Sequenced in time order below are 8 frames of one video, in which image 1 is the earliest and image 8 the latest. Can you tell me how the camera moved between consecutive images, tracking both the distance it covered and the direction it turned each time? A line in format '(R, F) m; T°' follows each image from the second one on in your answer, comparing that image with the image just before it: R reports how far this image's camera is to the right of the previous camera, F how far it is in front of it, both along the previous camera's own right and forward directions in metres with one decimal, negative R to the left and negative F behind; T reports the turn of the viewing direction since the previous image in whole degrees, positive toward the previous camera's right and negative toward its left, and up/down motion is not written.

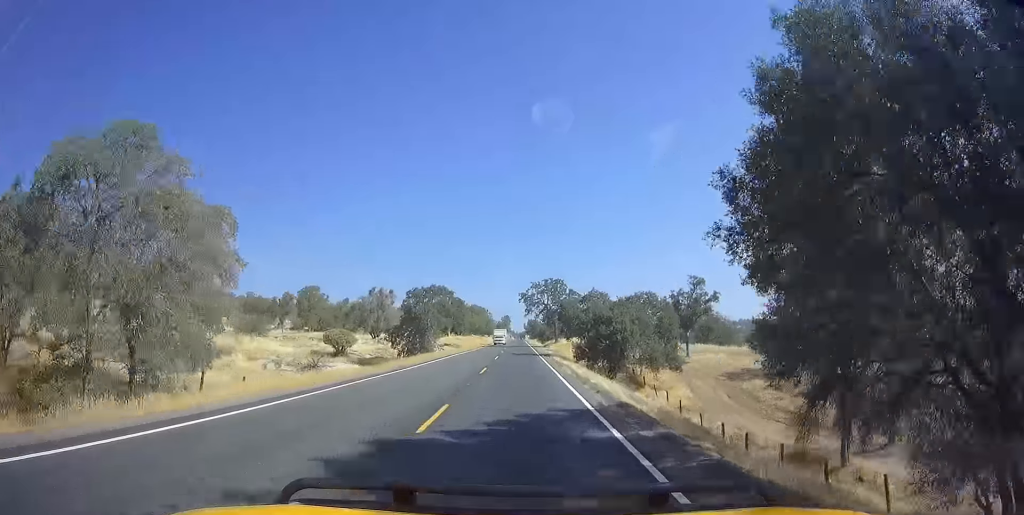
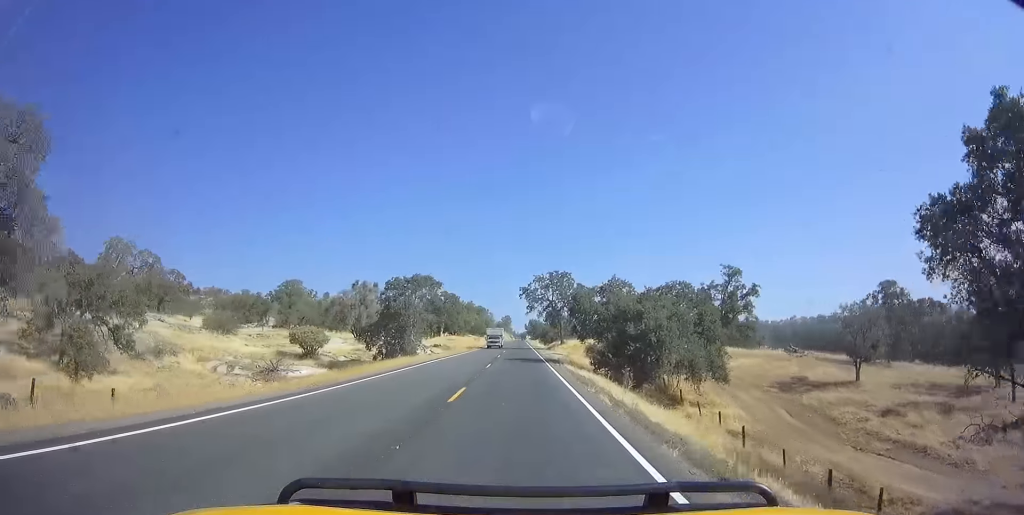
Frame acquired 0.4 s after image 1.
(0.0, +10.3) m; 0°
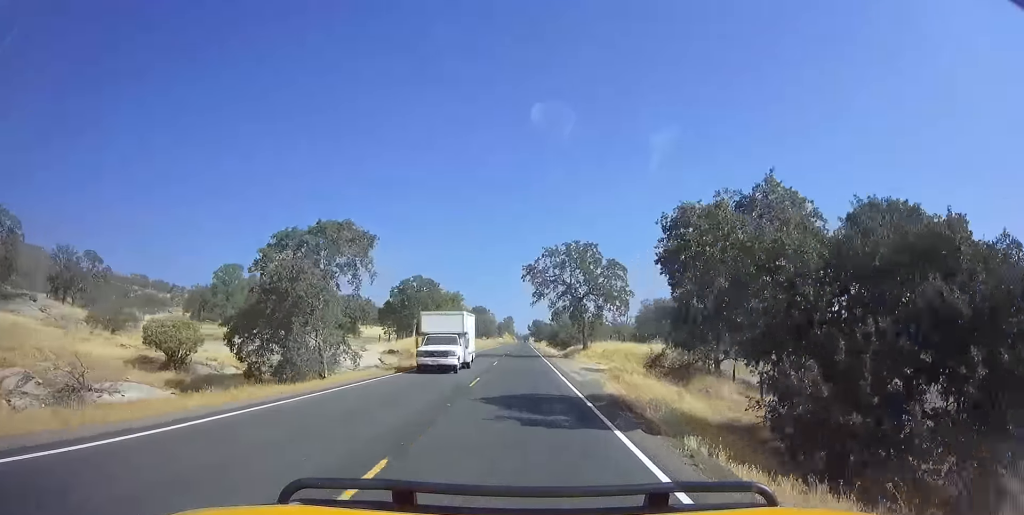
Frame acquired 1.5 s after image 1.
(0.0, +24.5) m; 0°
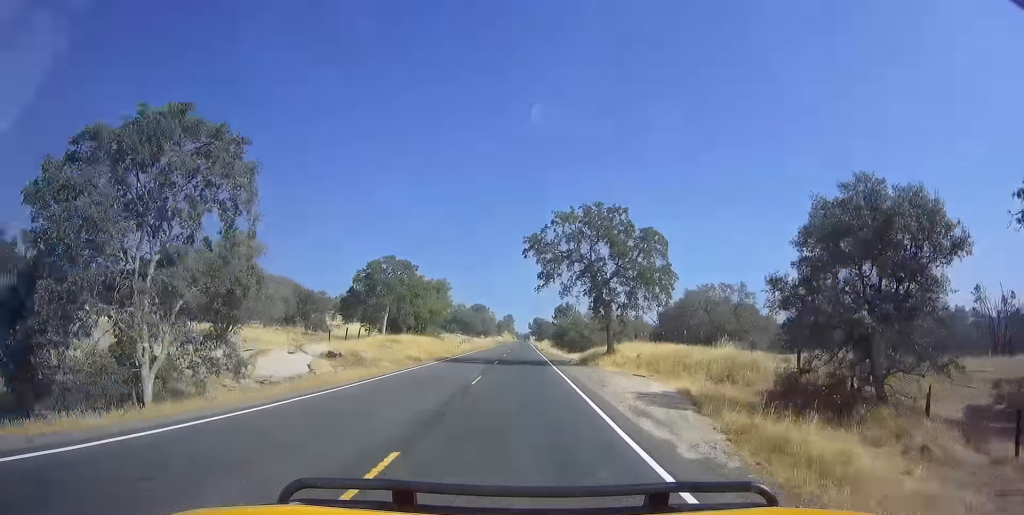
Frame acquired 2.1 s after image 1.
(0.0, +14.1) m; 0°
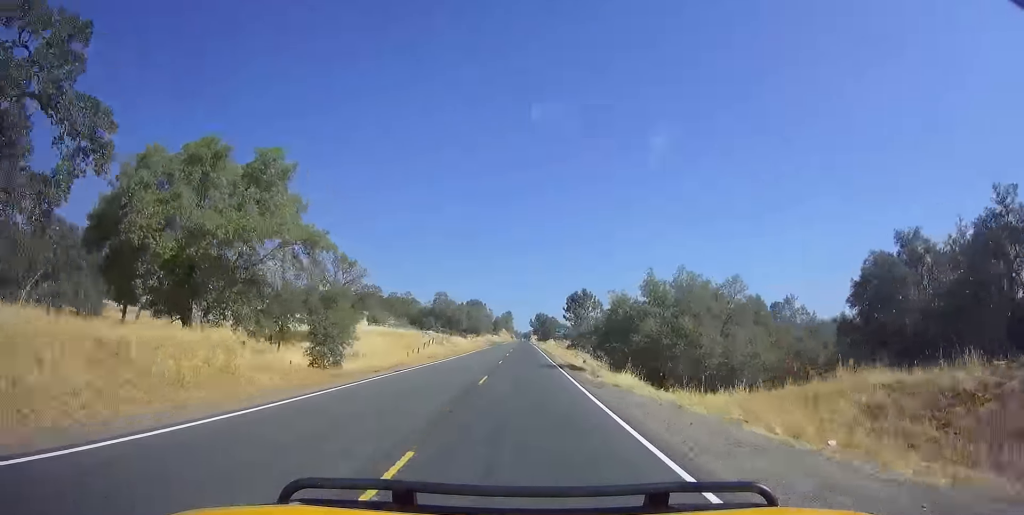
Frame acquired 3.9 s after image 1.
(+0.1, +43.1) m; 0°
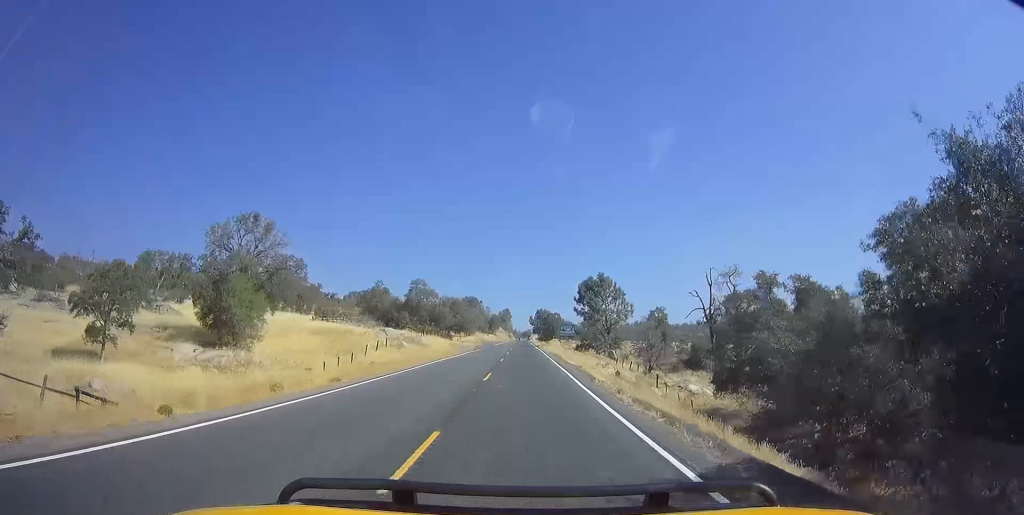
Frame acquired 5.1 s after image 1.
(0.0, +27.1) m; +1°
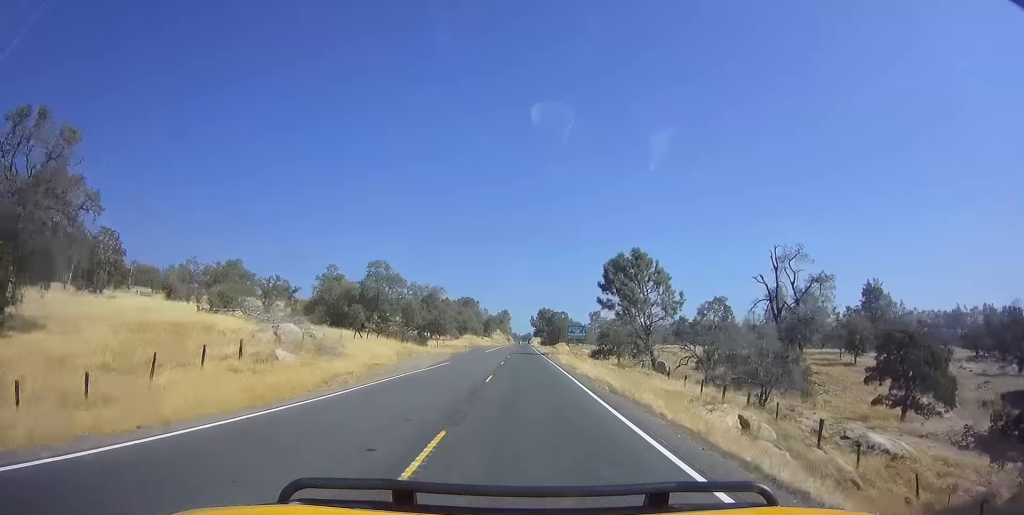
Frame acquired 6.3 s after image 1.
(+0.6, +28.9) m; 0°
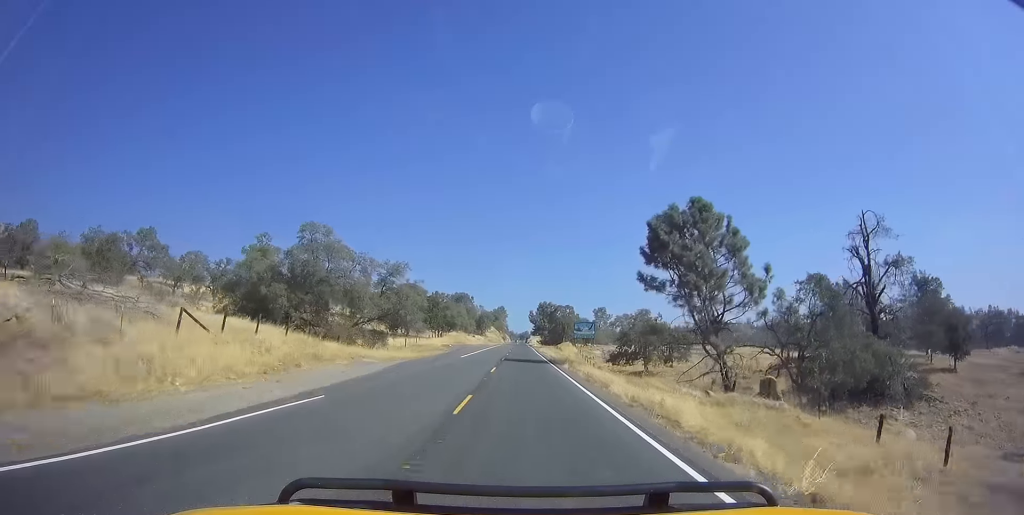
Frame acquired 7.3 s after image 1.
(-0.6, +23.5) m; -2°
